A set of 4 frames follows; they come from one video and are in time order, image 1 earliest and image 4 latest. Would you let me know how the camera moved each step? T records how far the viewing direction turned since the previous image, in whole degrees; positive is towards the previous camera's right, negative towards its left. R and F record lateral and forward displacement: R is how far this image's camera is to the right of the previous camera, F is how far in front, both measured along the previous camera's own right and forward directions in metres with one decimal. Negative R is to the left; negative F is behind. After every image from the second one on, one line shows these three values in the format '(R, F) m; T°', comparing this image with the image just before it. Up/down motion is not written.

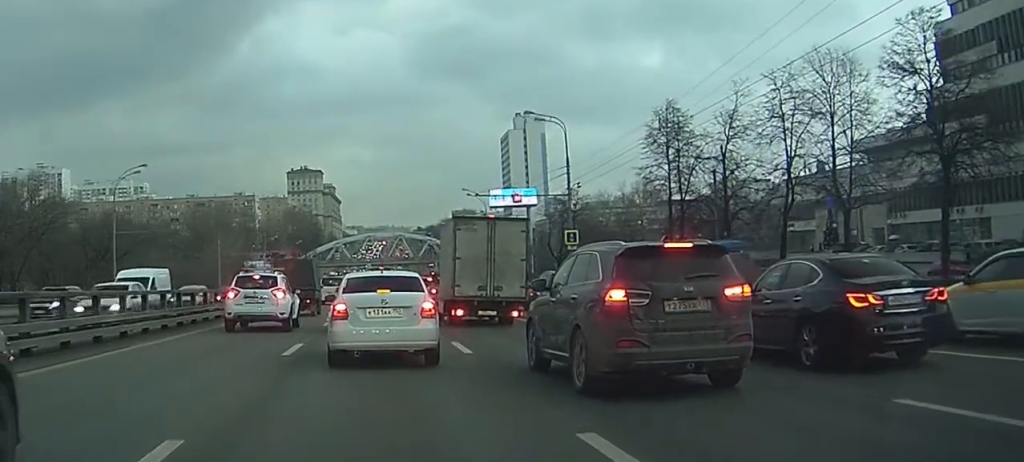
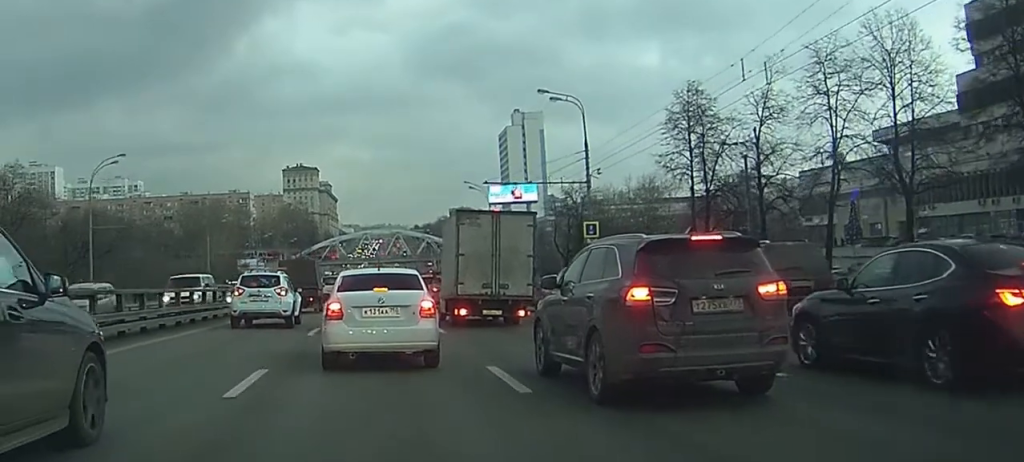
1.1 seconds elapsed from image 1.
(-0.1, +6.1) m; -1°
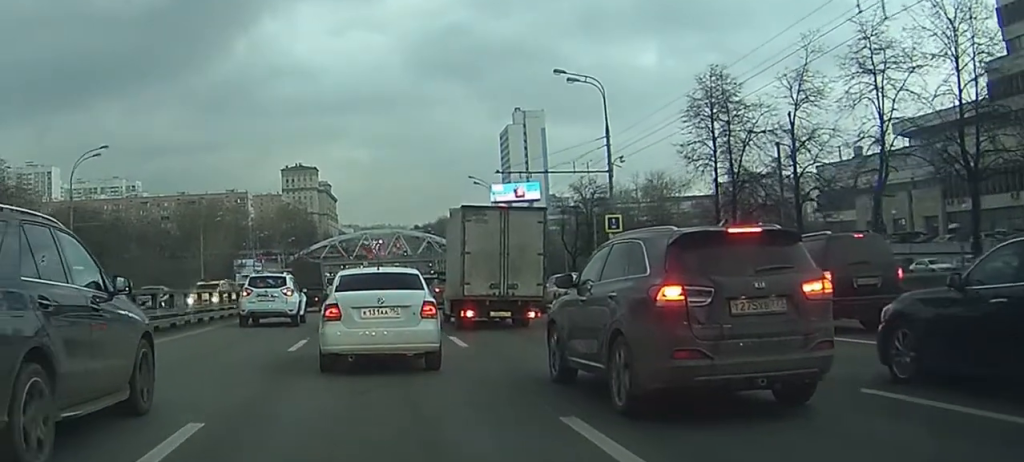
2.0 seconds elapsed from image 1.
(0.0, +5.0) m; -1°
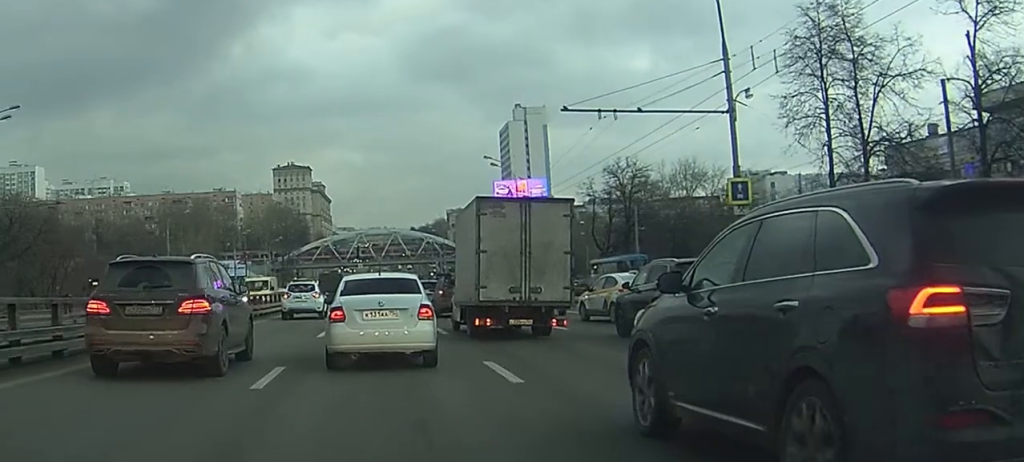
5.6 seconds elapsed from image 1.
(+0.1, +17.9) m; +2°
